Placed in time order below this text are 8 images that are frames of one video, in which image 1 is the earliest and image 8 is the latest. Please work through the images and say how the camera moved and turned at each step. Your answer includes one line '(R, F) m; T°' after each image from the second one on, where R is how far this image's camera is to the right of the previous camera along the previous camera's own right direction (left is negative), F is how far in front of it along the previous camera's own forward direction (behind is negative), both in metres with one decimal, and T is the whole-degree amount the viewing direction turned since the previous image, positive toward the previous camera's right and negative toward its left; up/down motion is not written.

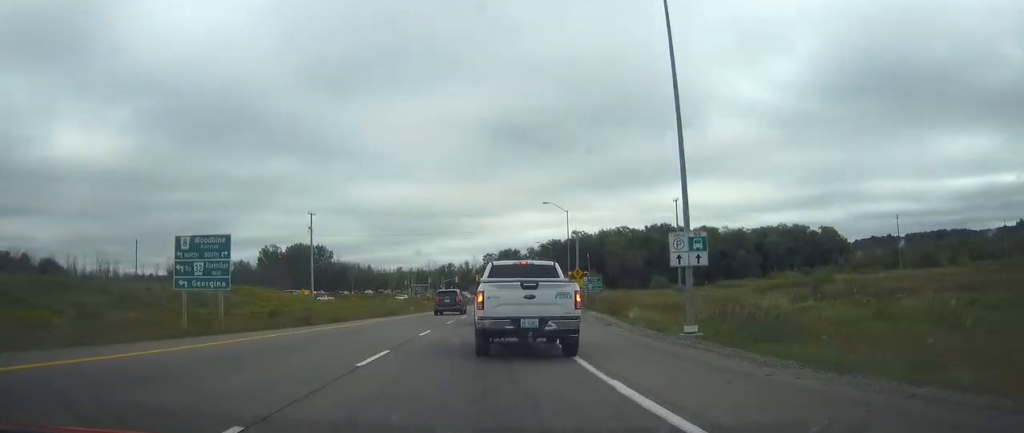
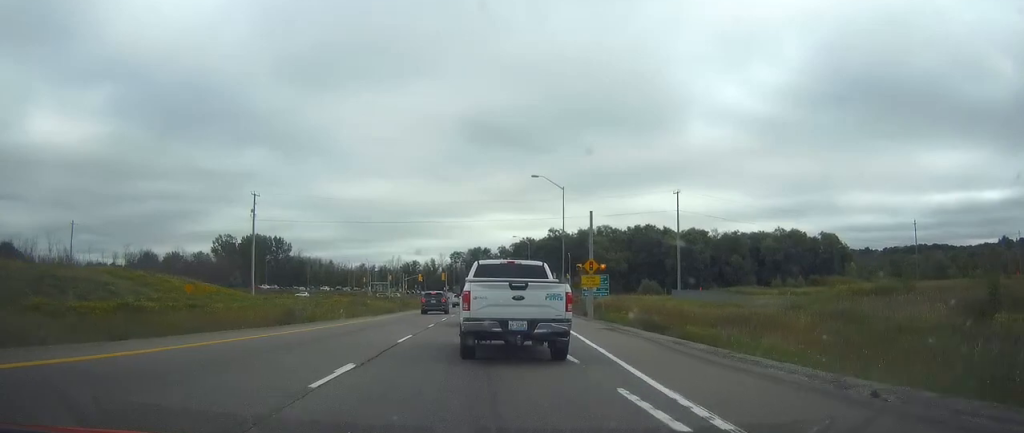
(+0.5, +21.5) m; +2°
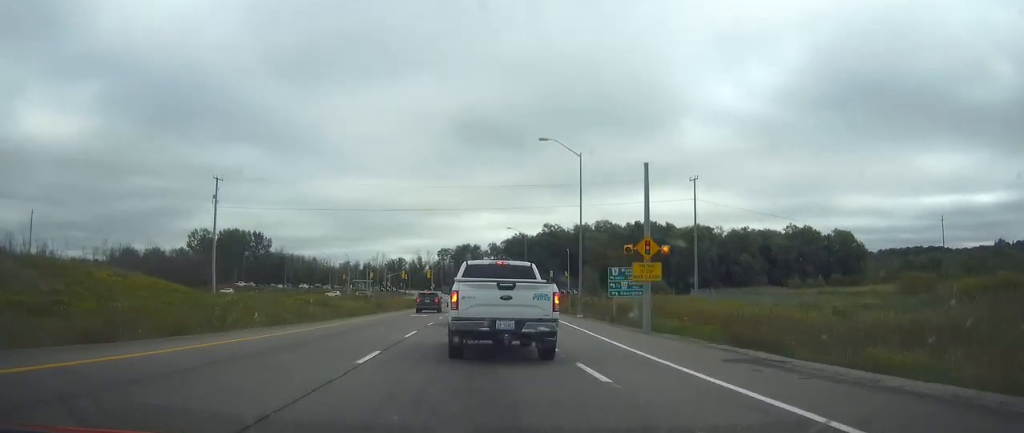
(+0.2, +15.9) m; +1°
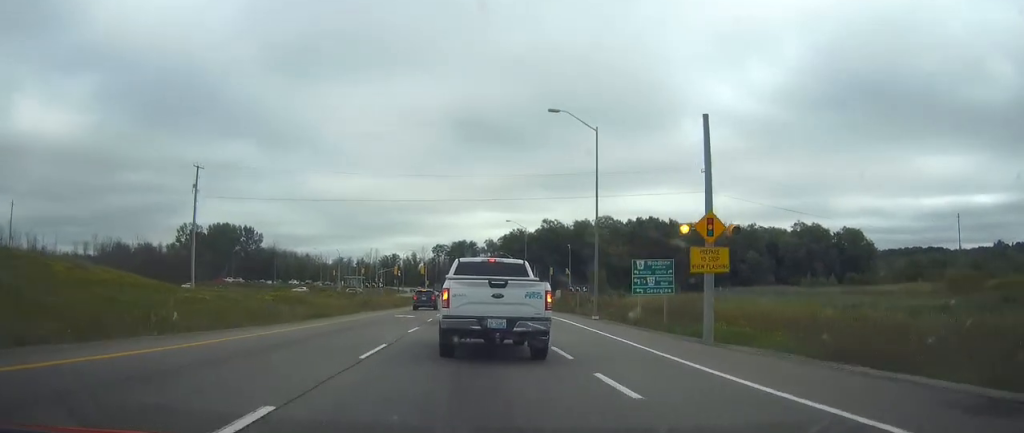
(0.0, +7.6) m; 0°
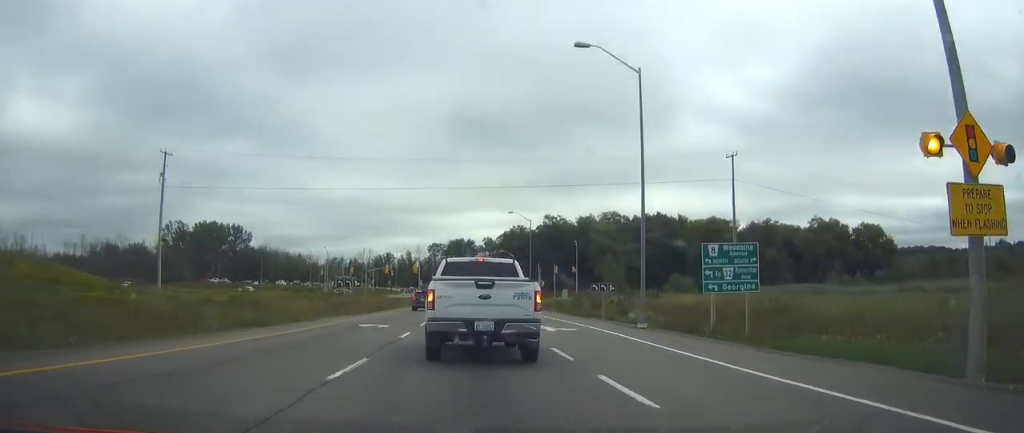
(0.0, +11.9) m; 0°
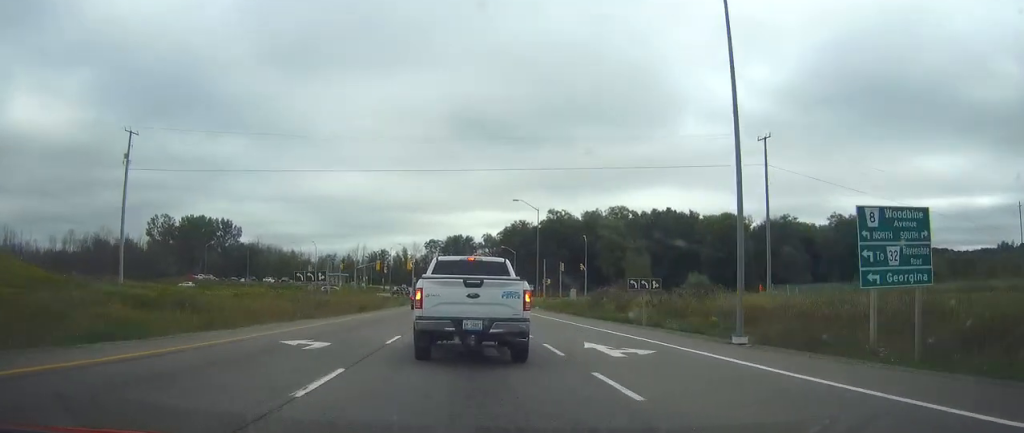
(+0.1, +11.7) m; 0°
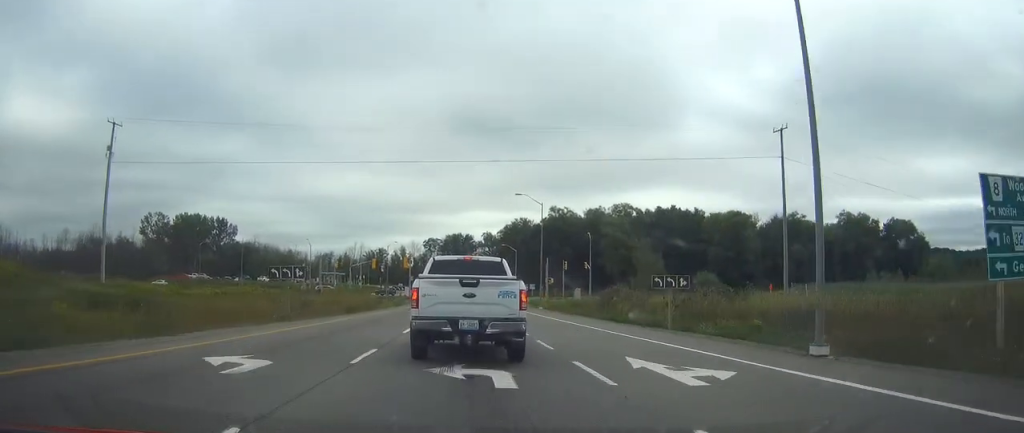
(0.0, +4.9) m; 0°
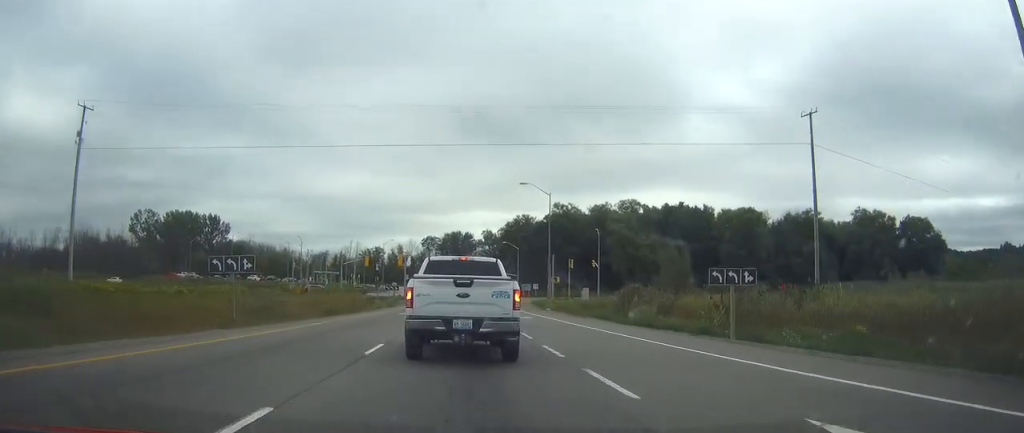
(0.0, +8.0) m; 0°
